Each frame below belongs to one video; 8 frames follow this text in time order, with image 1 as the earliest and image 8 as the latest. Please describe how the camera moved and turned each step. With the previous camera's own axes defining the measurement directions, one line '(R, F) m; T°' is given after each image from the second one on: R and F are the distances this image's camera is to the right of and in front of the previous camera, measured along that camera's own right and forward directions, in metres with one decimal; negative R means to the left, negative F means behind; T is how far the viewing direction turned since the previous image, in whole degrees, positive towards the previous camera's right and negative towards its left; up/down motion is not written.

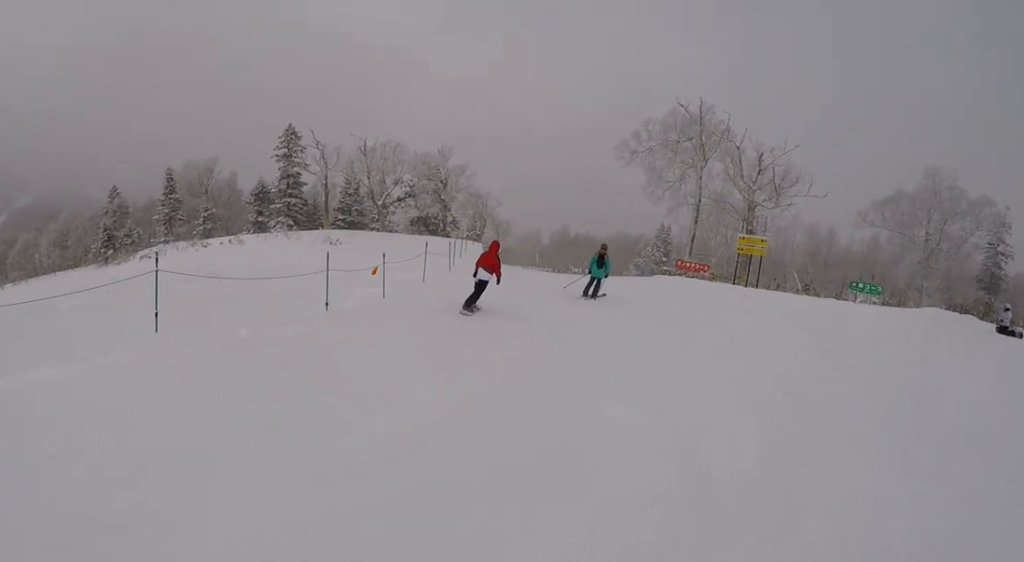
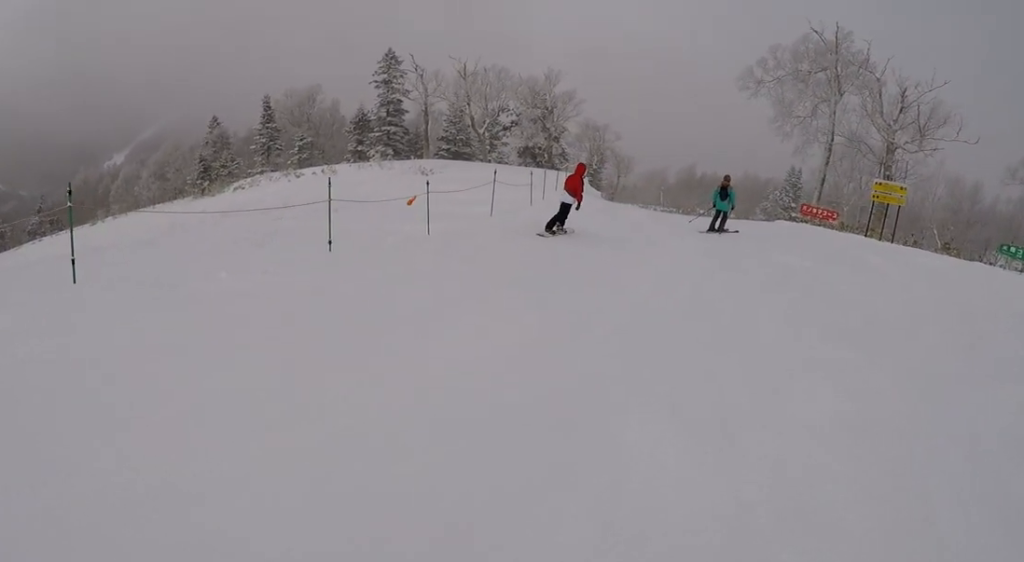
(-0.2, +3.2) m; -3°
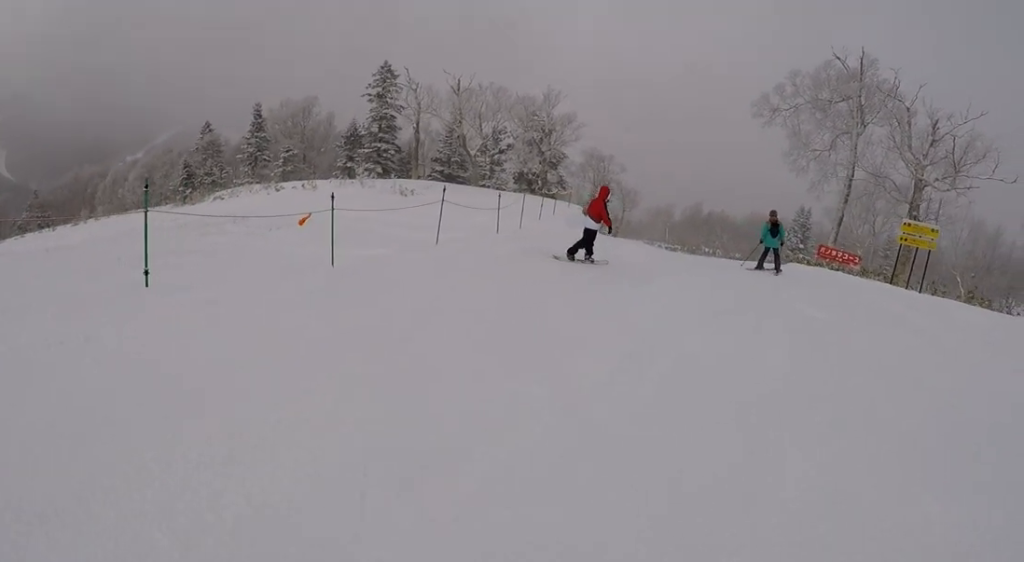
(-0.7, +3.4) m; 0°
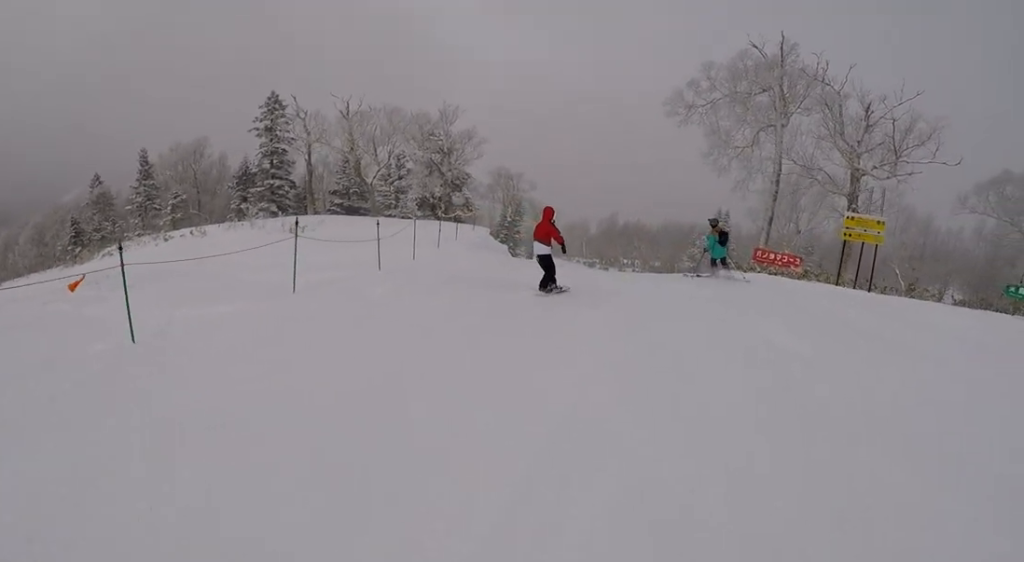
(+0.5, +2.6) m; +5°
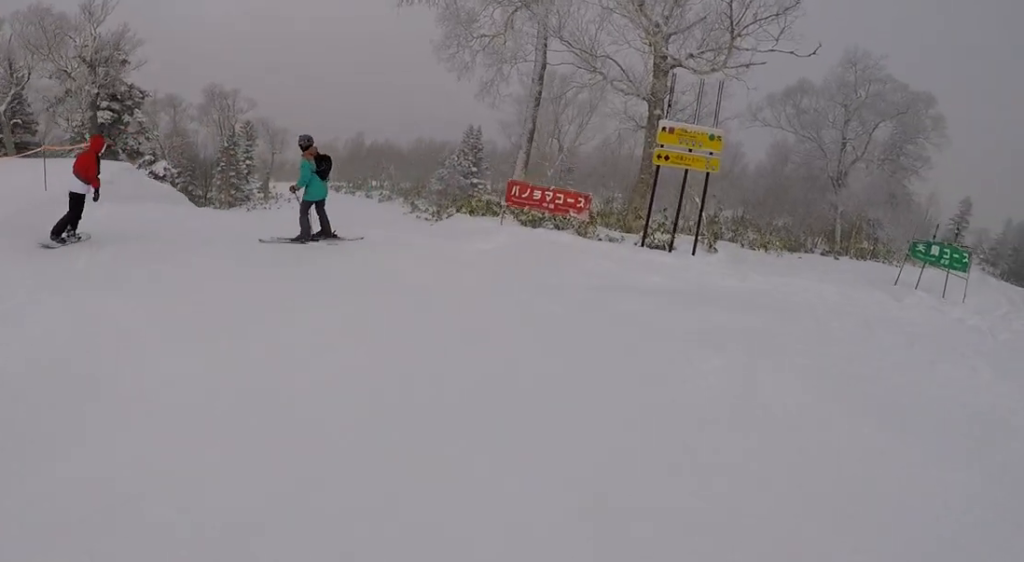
(+0.8, +8.6) m; +5°
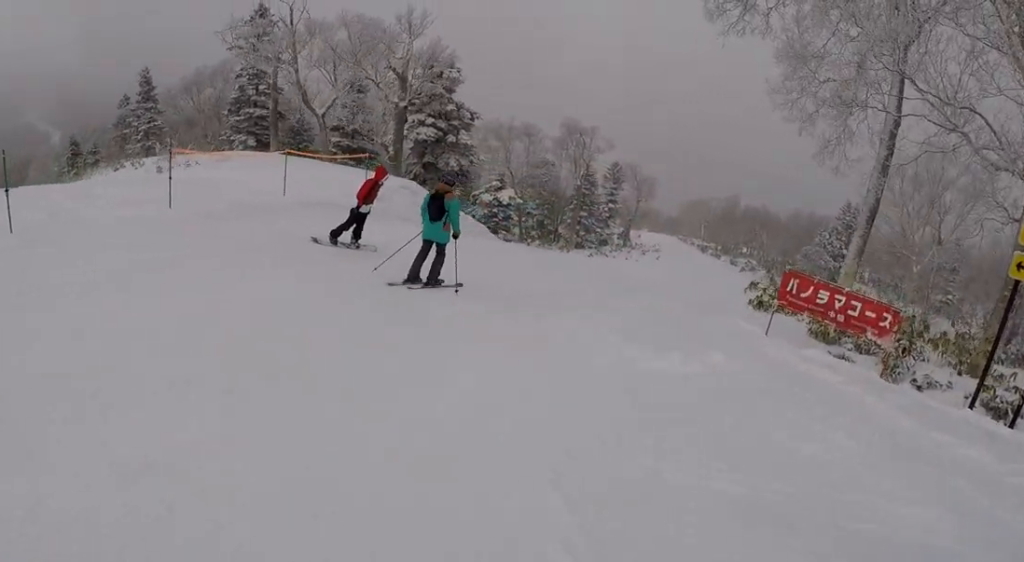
(0.0, +4.2) m; -8°
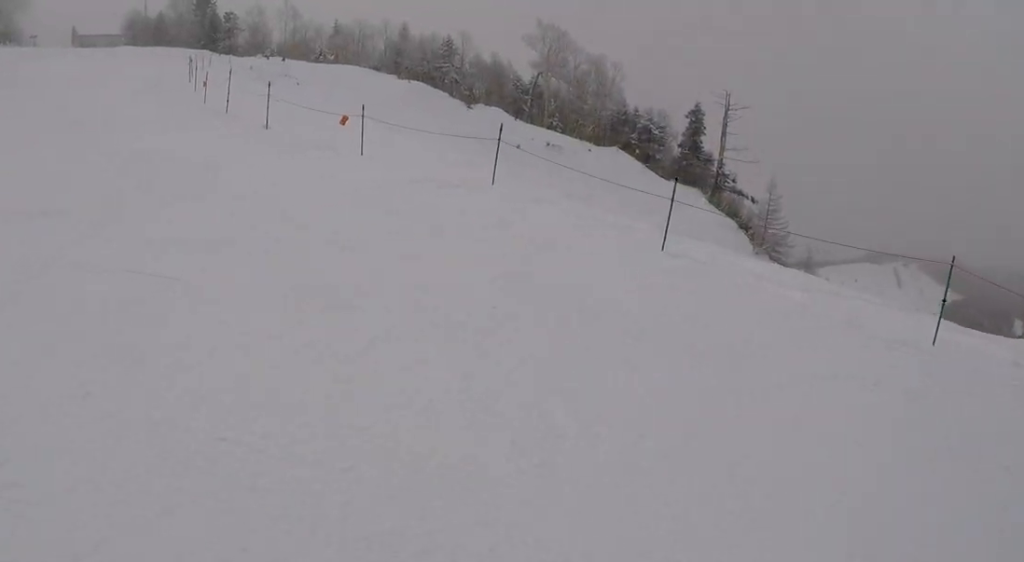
(-0.4, +3.6) m; -29°
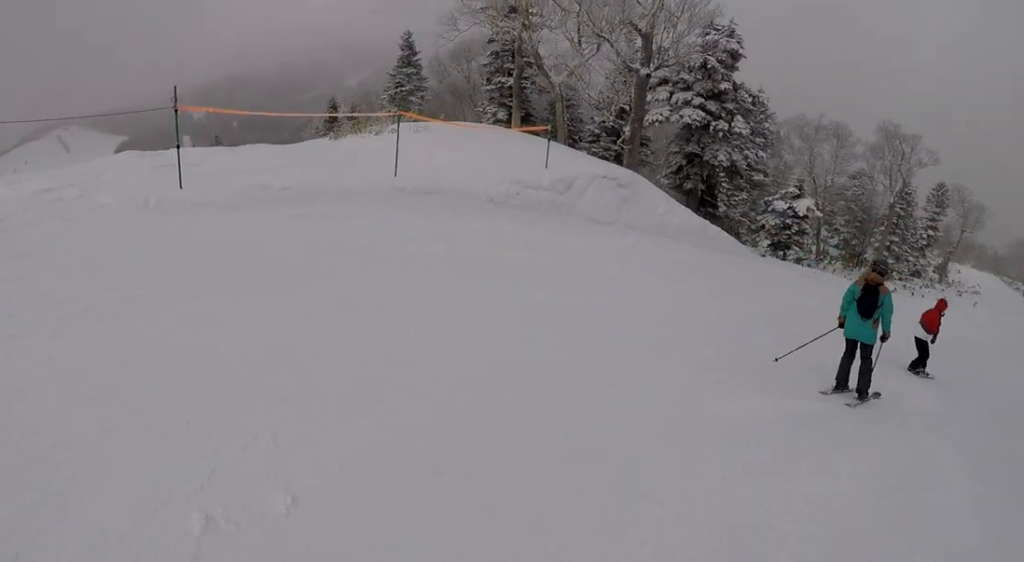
(-1.4, +3.5) m; -17°
